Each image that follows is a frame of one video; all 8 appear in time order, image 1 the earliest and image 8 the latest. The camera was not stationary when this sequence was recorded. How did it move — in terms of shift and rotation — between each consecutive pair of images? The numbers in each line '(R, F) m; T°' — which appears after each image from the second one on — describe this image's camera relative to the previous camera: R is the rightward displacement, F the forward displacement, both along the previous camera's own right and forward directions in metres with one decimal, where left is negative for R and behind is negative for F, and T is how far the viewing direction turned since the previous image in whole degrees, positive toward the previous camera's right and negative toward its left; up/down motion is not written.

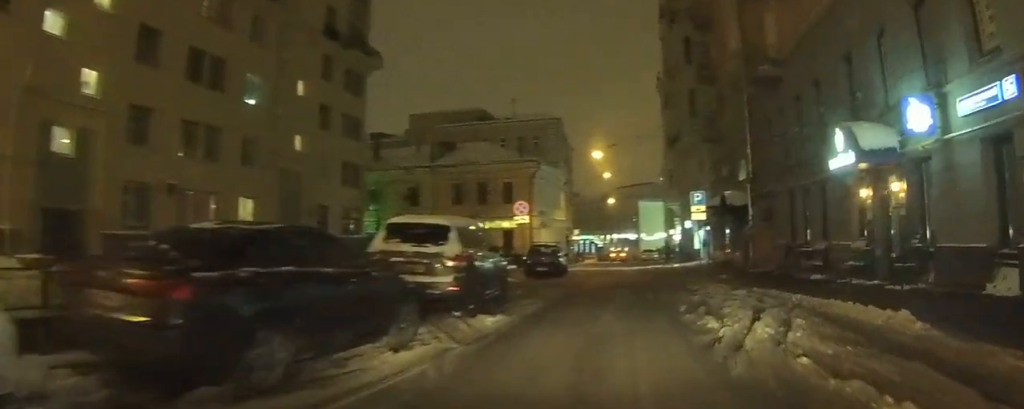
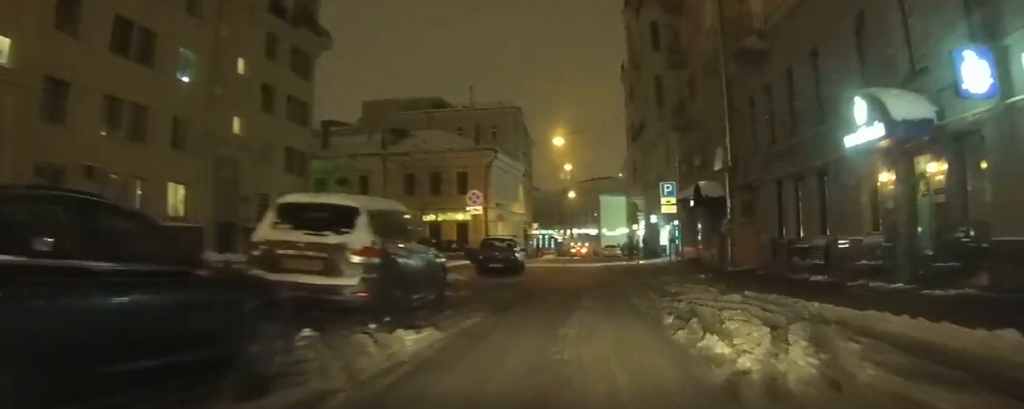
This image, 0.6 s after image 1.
(0.0, +1.3) m; +2°
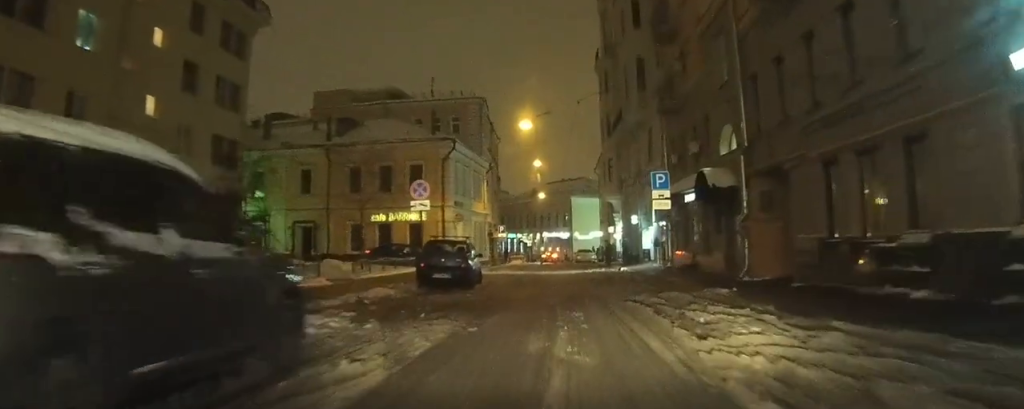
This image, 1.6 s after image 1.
(+0.1, +2.6) m; +3°
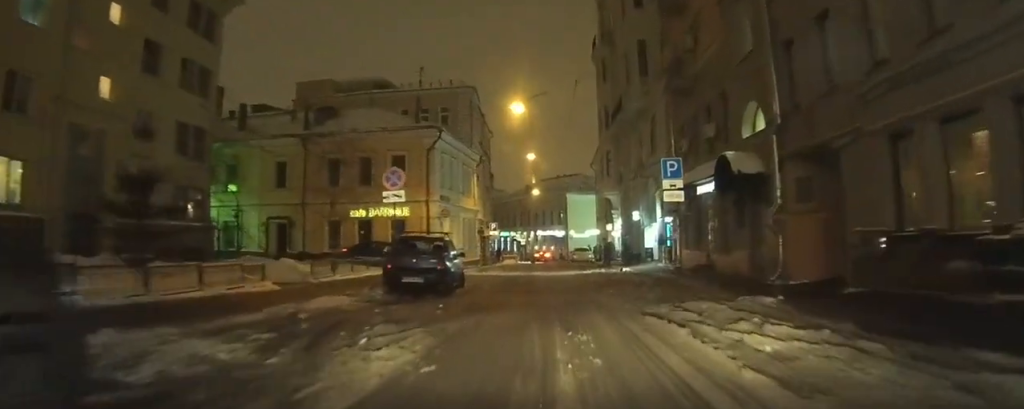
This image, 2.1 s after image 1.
(0.0, +1.7) m; +1°
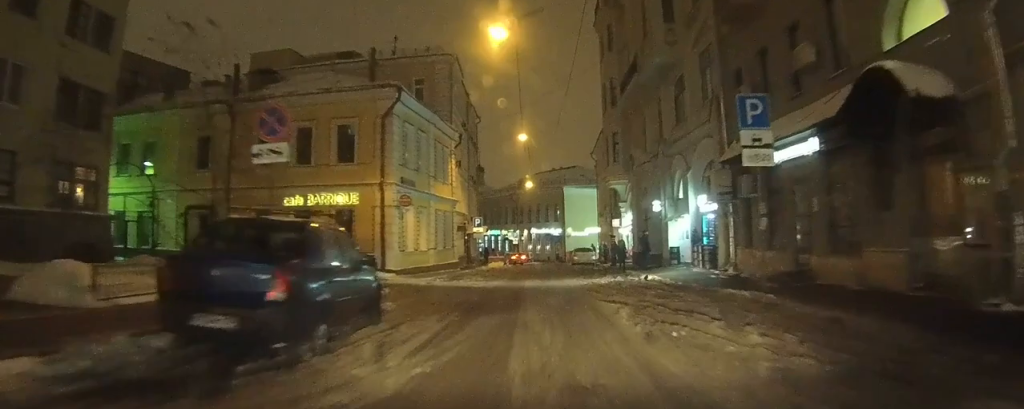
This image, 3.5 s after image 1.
(-0.1, +5.8) m; -5°
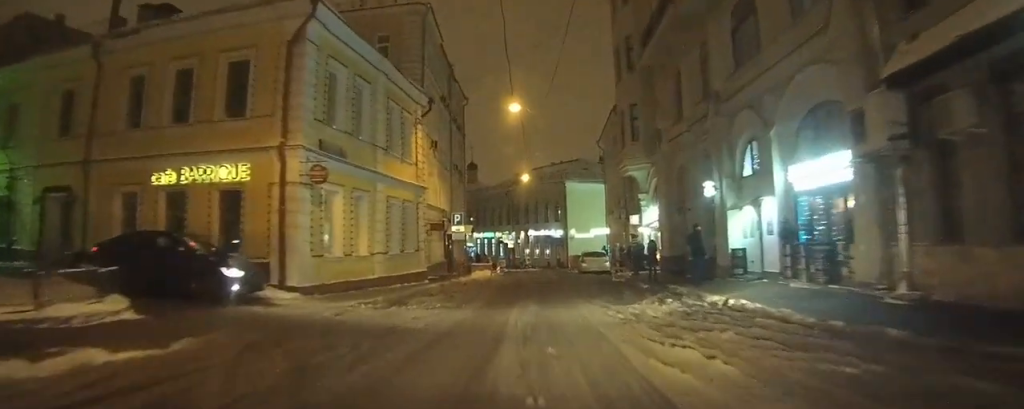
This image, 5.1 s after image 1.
(-0.9, +9.8) m; -6°
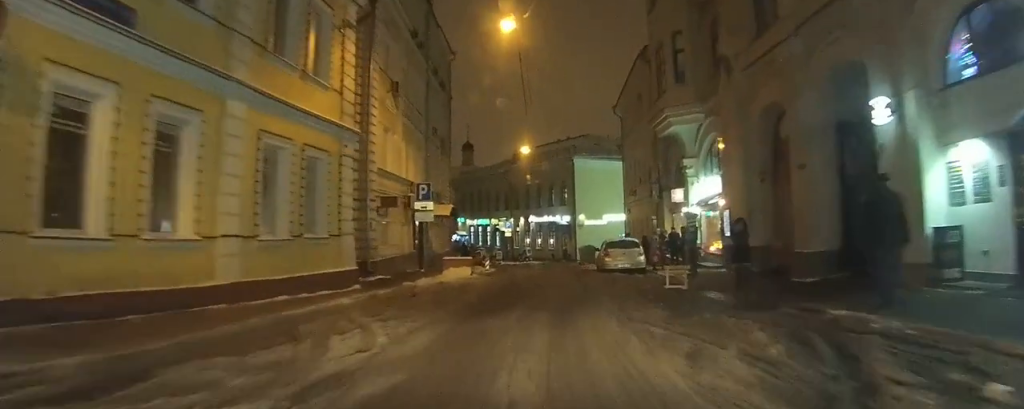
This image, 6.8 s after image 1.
(+0.4, +12.5) m; +4°
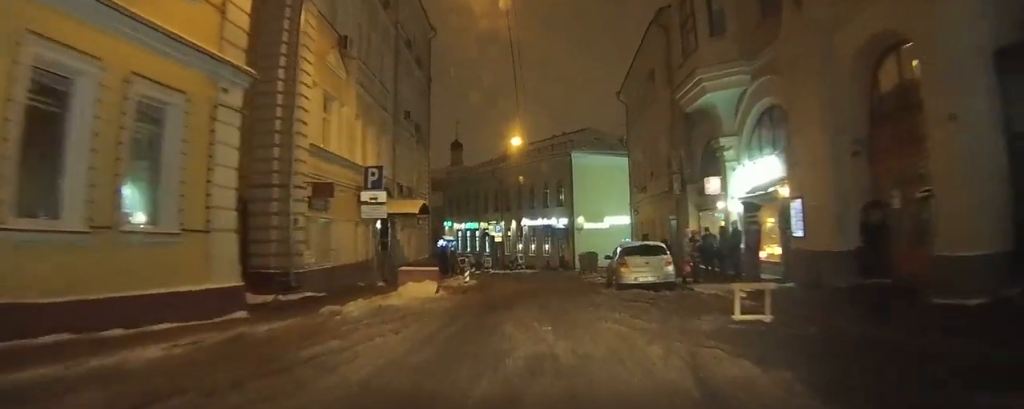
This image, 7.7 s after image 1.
(+0.2, +8.2) m; +2°
